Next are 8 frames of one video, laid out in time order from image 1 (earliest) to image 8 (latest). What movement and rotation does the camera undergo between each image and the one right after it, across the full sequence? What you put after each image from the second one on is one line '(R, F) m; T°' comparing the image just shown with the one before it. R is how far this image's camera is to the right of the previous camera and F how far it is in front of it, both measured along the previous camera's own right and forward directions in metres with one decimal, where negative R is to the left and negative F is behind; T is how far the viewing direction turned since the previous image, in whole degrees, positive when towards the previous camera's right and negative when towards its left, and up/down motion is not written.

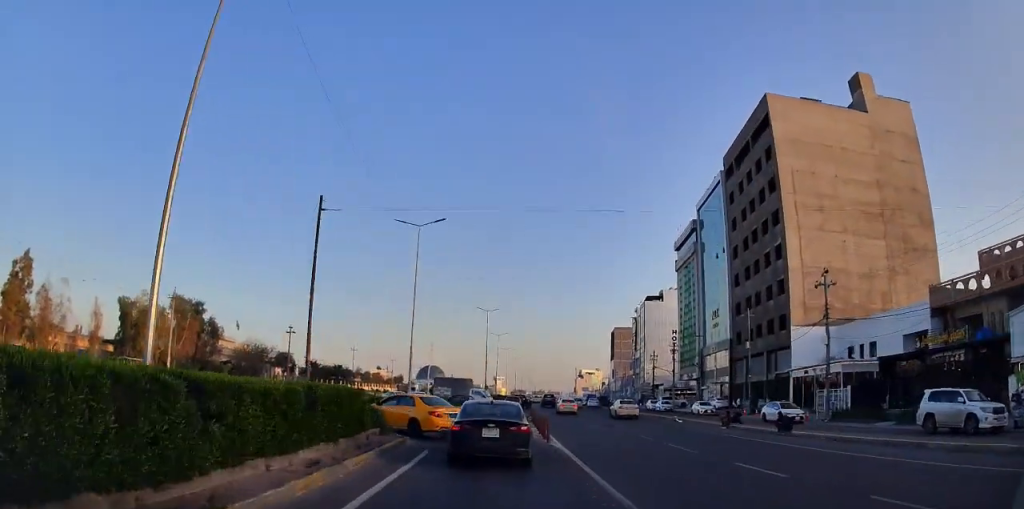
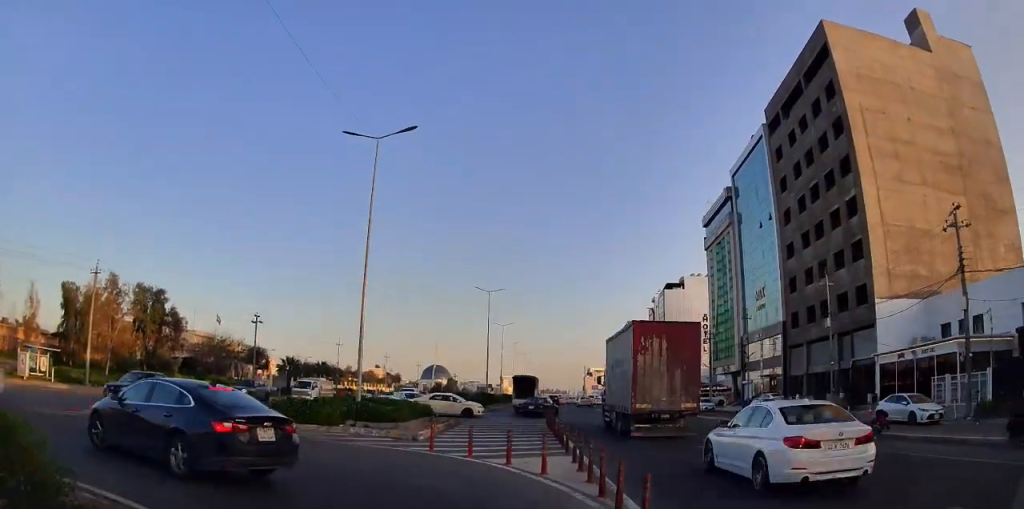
(-0.4, +13.0) m; -18°
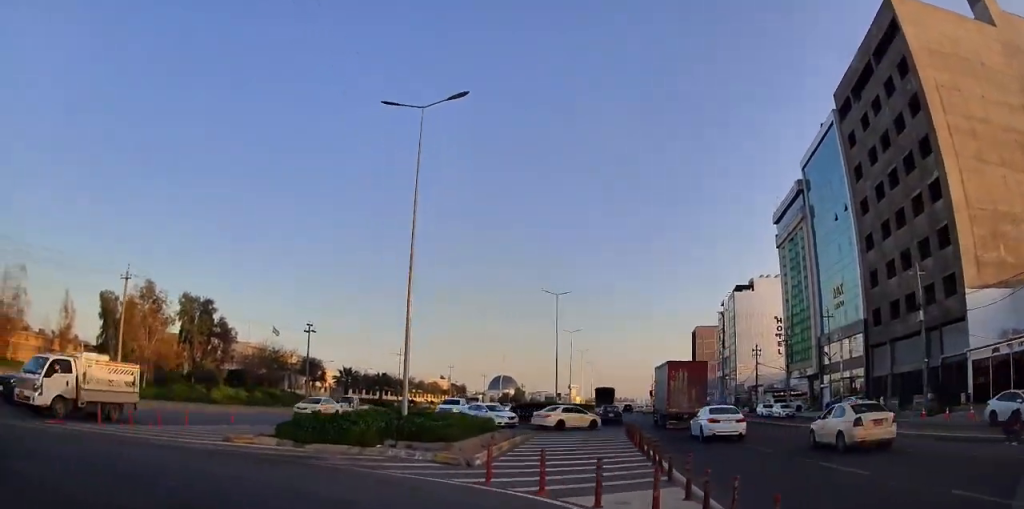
(+0.3, +3.4) m; -26°
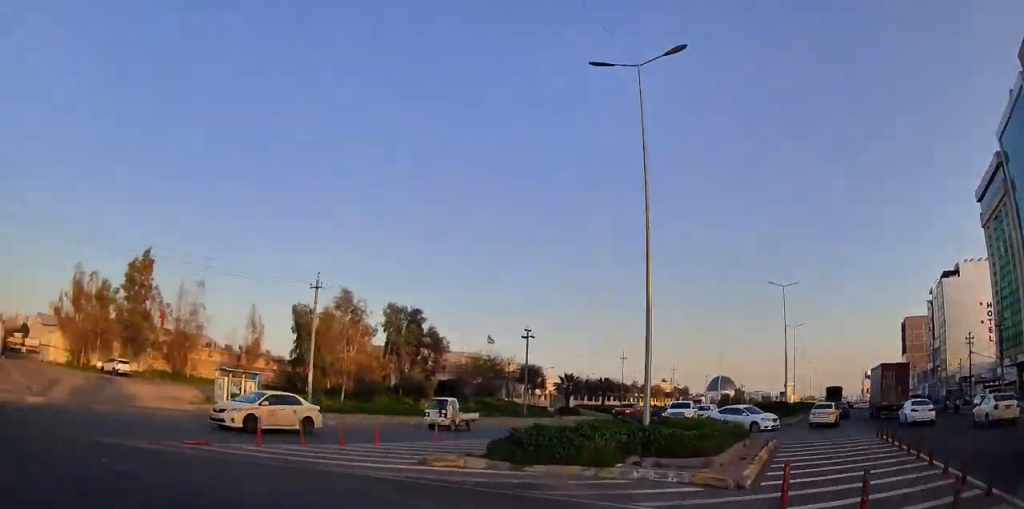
(-1.1, +2.8) m; -31°
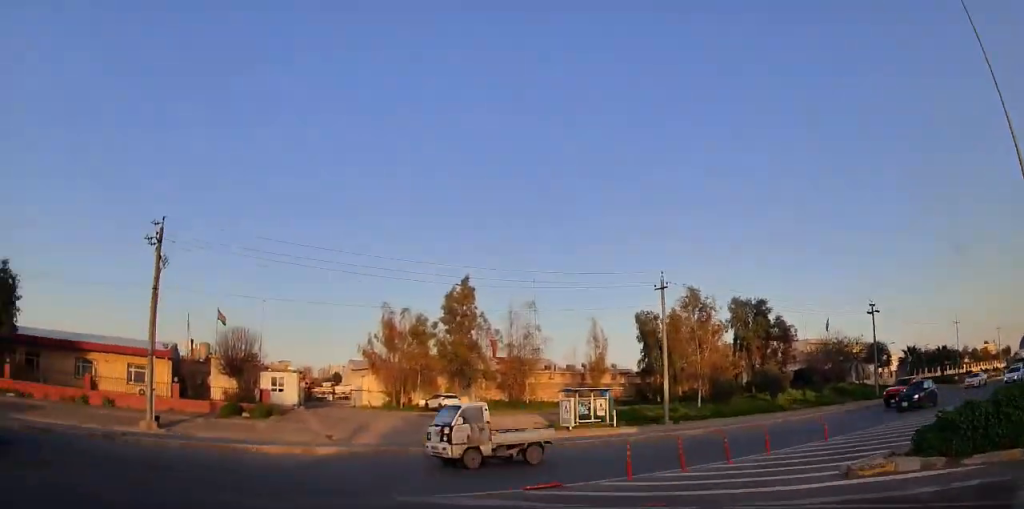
(+0.4, +3.0) m; -31°
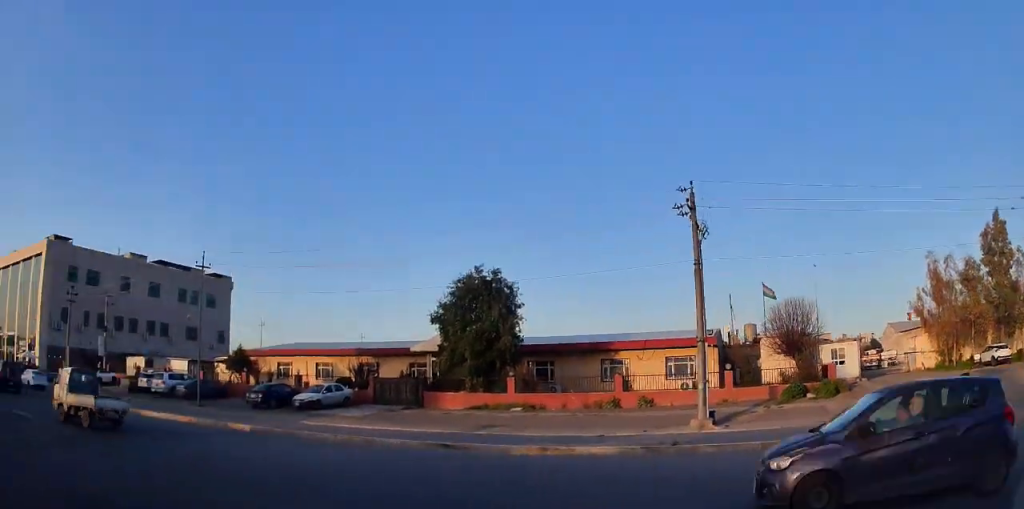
(-2.6, +4.2) m; -37°
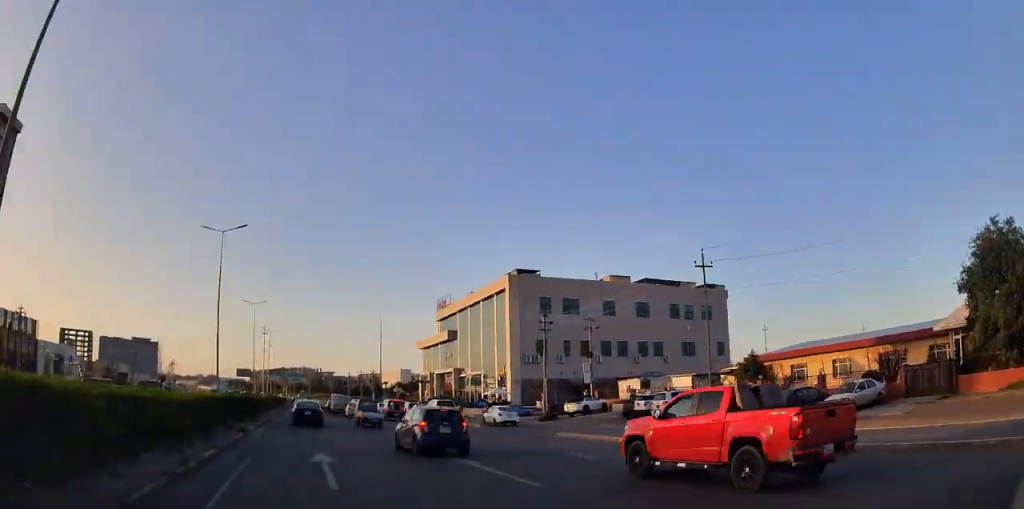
(-1.7, +6.2) m; -29°
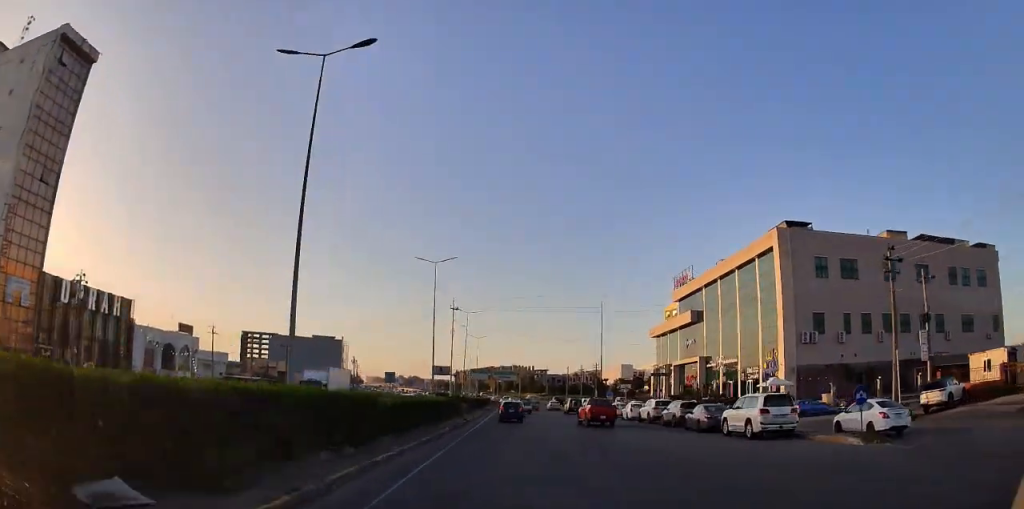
(-4.7, +26.7) m; -10°
